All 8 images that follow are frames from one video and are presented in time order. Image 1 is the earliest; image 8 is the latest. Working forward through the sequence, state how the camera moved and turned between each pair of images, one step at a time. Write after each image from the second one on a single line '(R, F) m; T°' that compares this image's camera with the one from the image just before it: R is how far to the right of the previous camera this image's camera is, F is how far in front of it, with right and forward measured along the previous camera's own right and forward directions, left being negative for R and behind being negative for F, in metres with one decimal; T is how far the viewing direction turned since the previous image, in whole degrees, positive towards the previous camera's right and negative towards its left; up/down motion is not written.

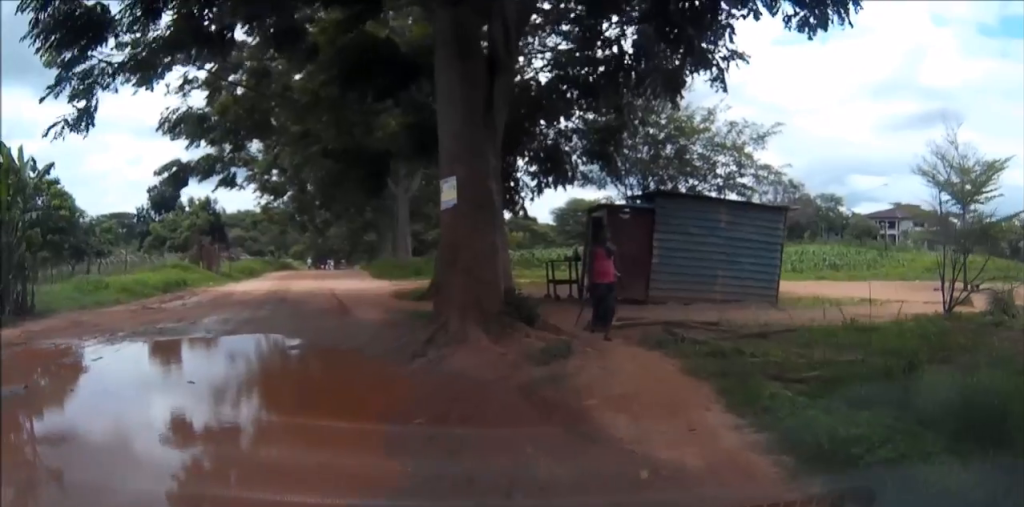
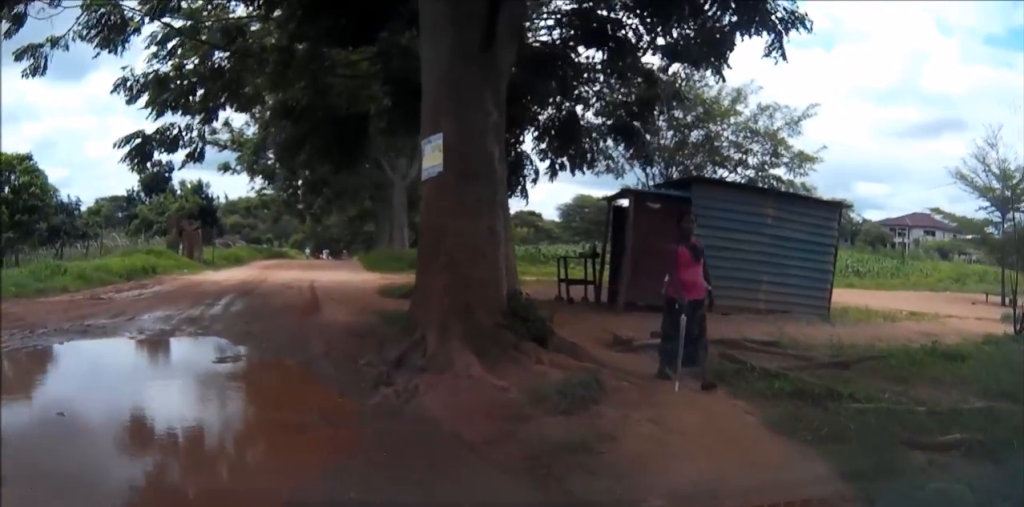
(0.0, +3.1) m; -4°
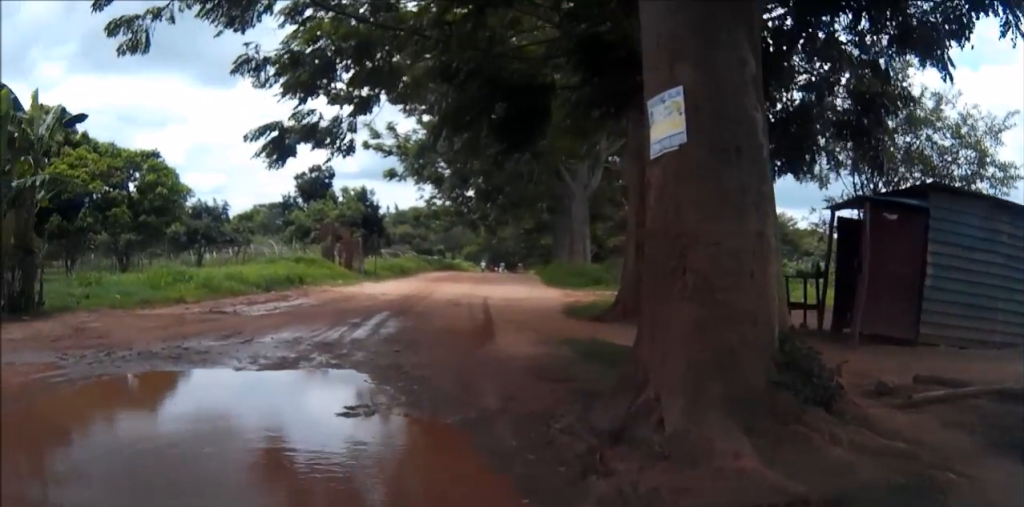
(-0.2, +2.9) m; -9°
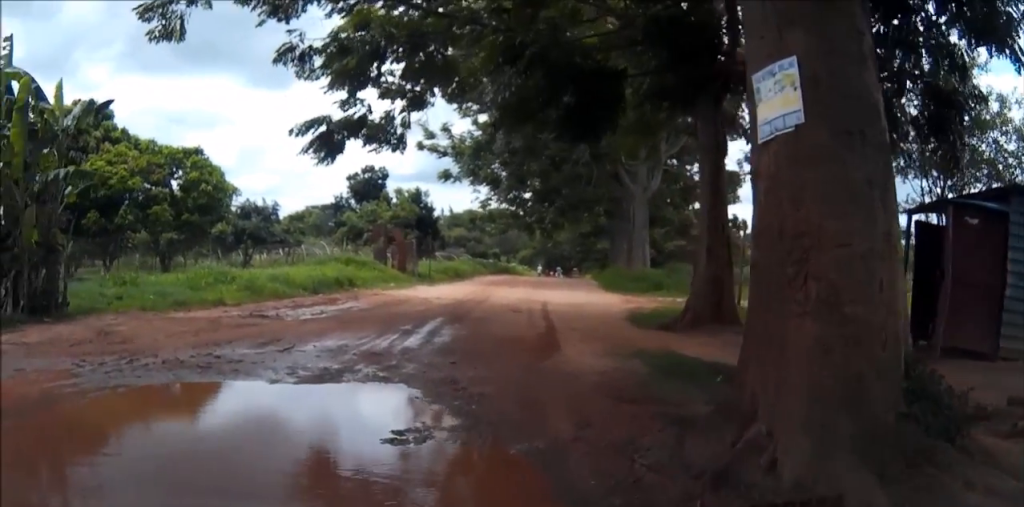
(0.0, +0.9) m; -3°
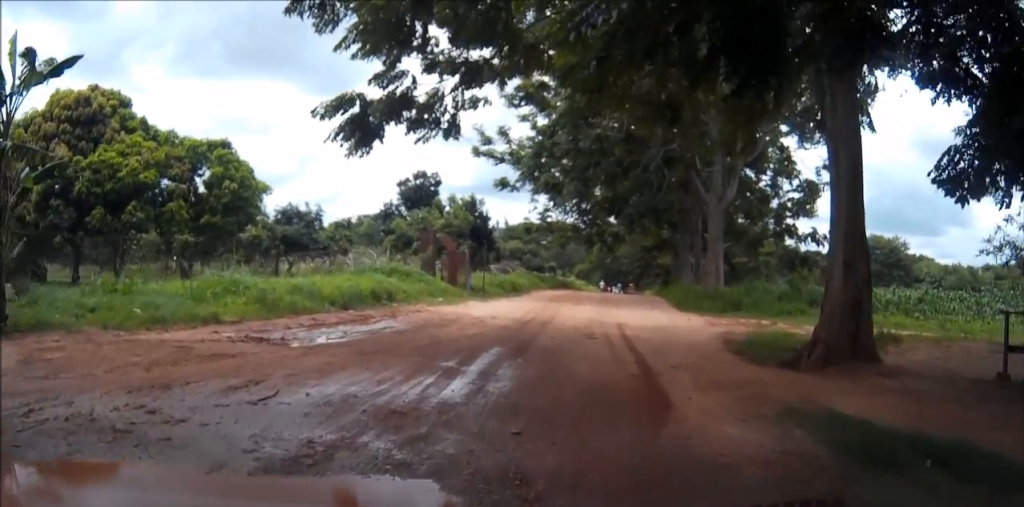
(-0.1, +3.6) m; +2°
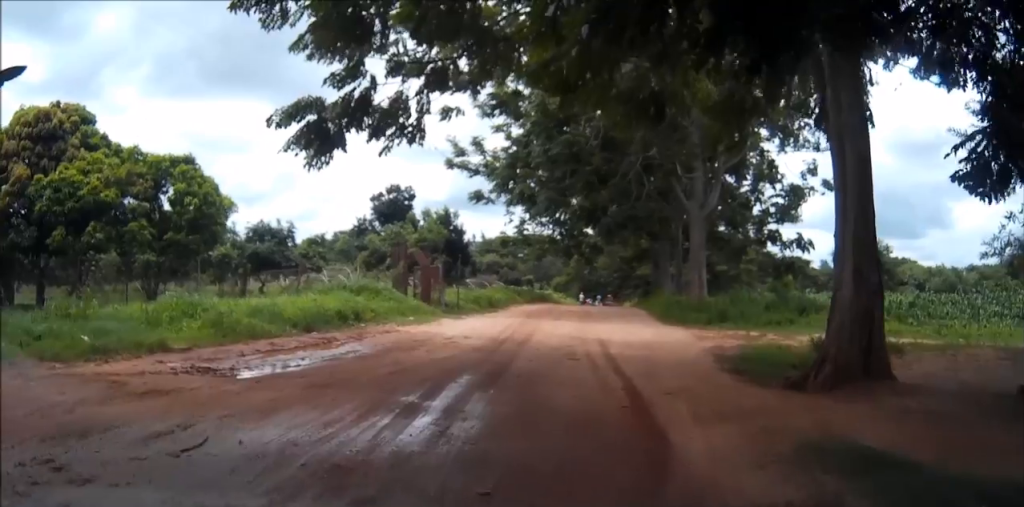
(+0.1, +1.3) m; +4°
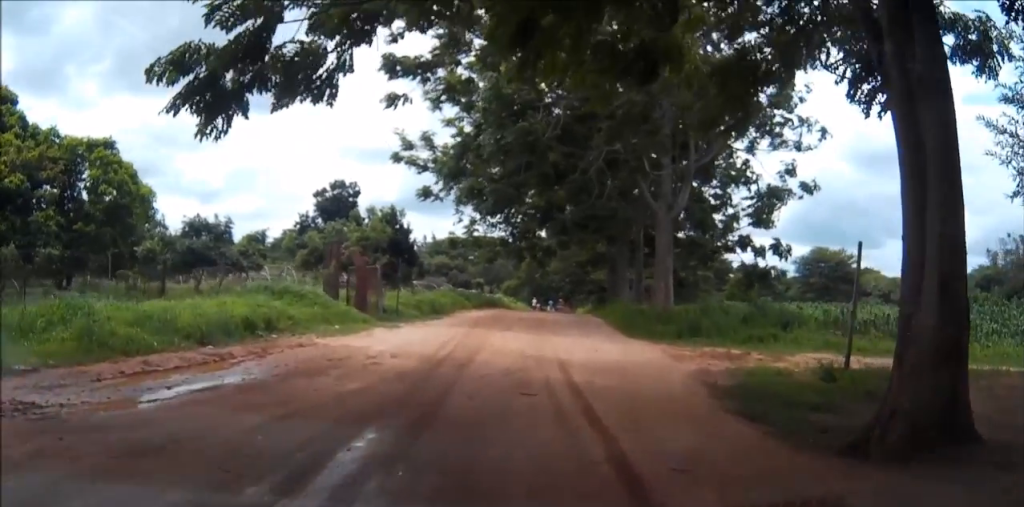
(+0.2, +3.2) m; +4°
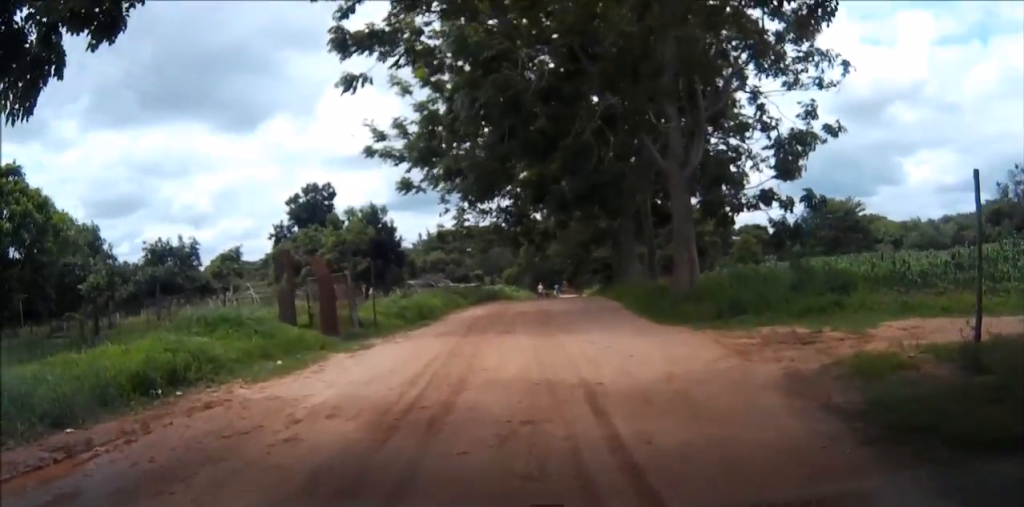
(-0.1, +4.6) m; -4°
